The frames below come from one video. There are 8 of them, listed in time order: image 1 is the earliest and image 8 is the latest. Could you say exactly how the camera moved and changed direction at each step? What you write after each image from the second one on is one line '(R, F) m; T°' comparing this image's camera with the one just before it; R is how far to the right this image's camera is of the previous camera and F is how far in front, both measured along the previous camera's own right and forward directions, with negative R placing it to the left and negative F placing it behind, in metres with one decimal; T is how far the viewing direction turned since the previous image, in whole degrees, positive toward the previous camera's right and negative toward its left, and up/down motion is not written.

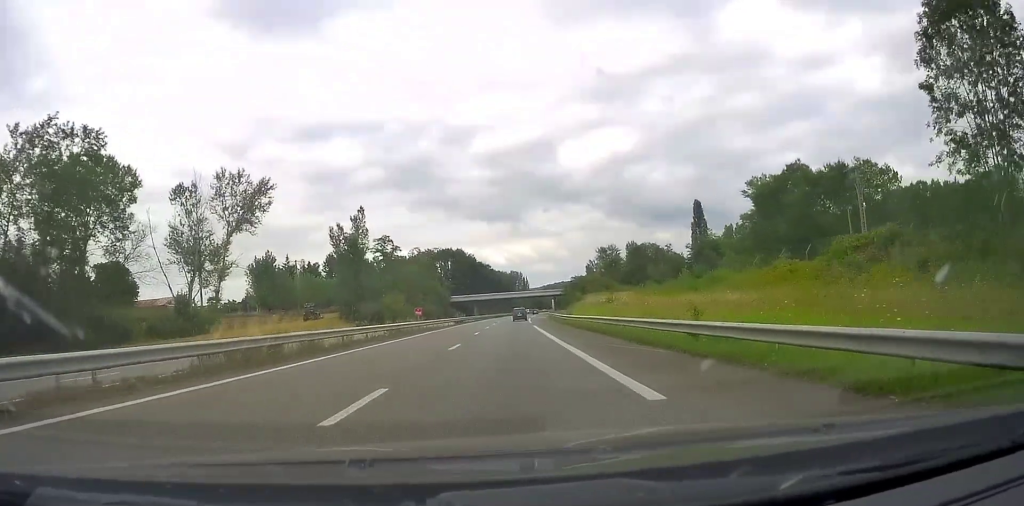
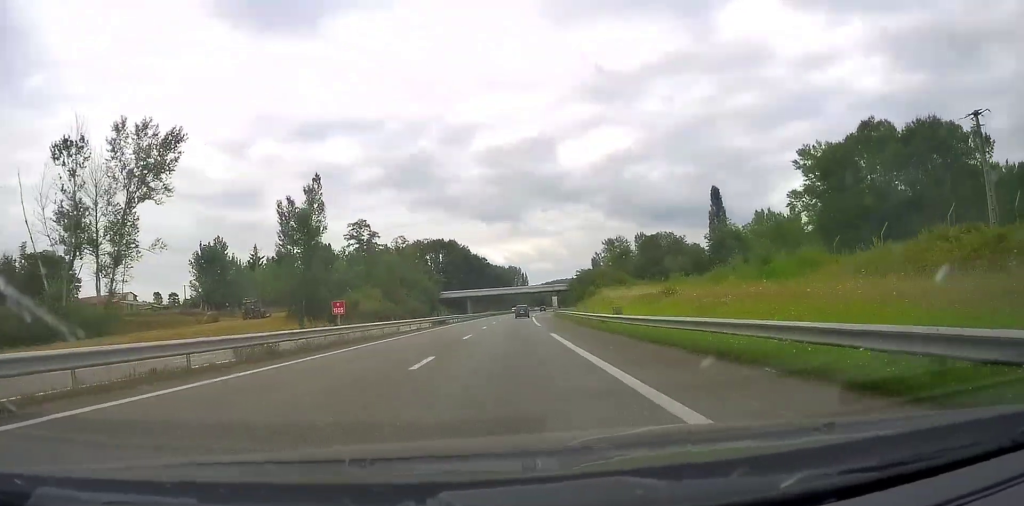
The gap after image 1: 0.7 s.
(+0.2, +20.4) m; 0°
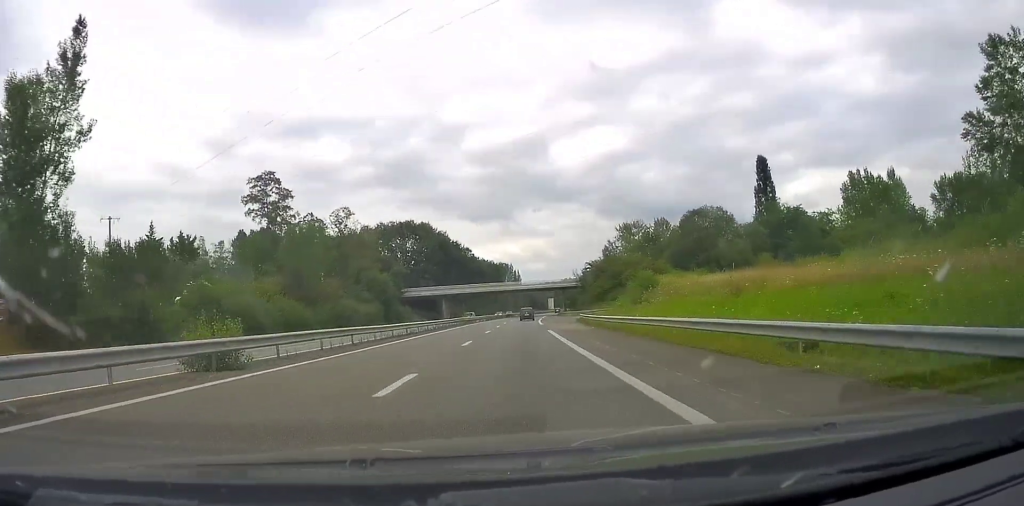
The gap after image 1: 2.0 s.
(+0.3, +42.6) m; +1°
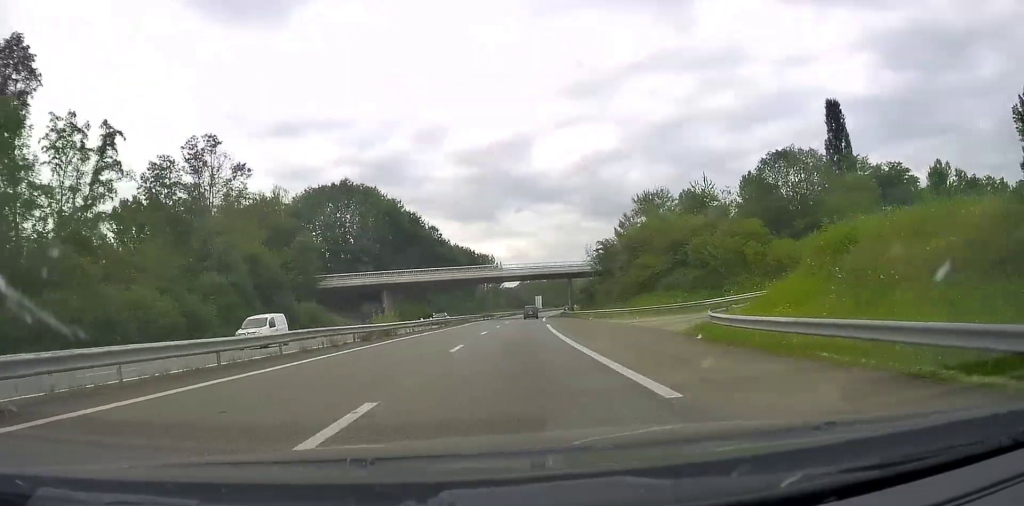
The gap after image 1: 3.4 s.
(-0.5, +42.9) m; -1°
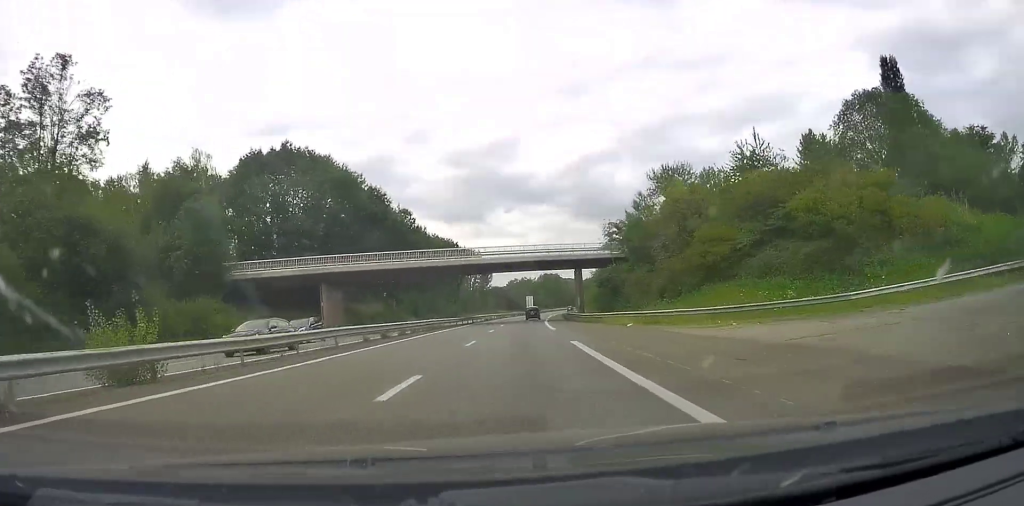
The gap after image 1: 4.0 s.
(+0.3, +22.5) m; +2°
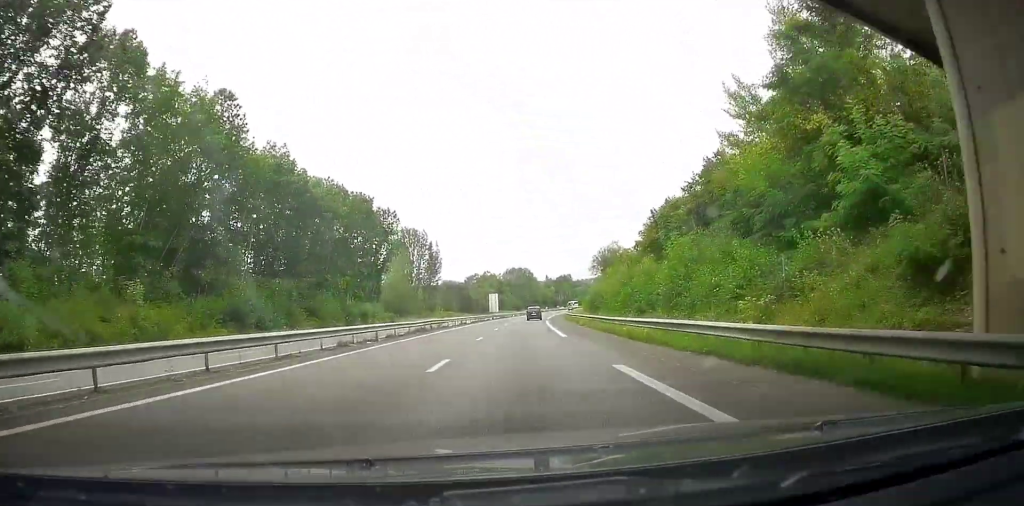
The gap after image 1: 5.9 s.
(+2.0, +60.6) m; +2°
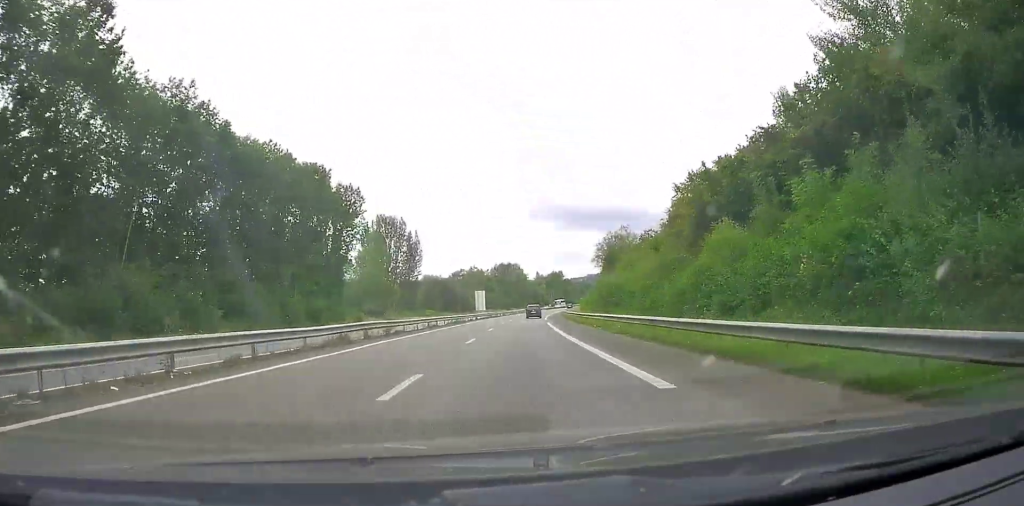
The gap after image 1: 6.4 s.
(-0.3, +17.0) m; 0°
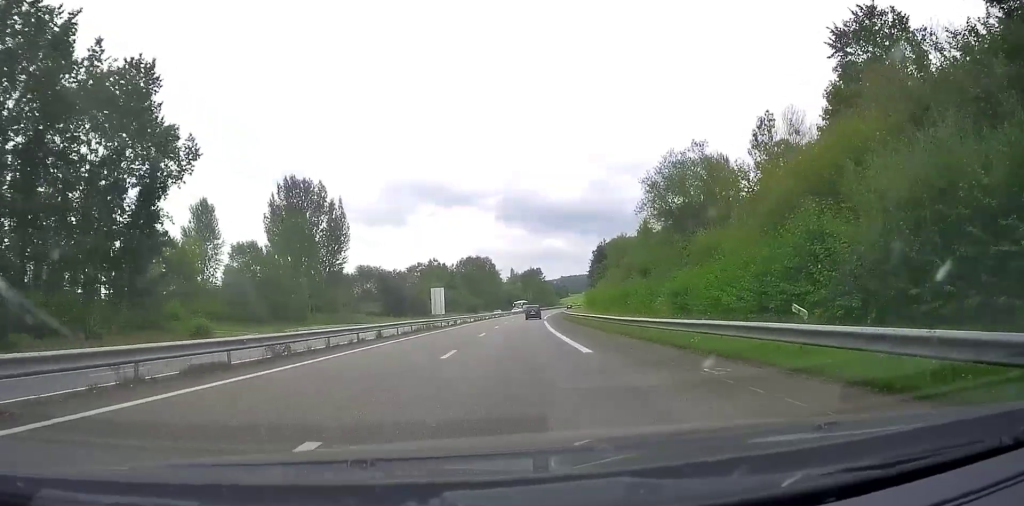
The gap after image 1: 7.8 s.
(+1.1, +43.9) m; +3°
